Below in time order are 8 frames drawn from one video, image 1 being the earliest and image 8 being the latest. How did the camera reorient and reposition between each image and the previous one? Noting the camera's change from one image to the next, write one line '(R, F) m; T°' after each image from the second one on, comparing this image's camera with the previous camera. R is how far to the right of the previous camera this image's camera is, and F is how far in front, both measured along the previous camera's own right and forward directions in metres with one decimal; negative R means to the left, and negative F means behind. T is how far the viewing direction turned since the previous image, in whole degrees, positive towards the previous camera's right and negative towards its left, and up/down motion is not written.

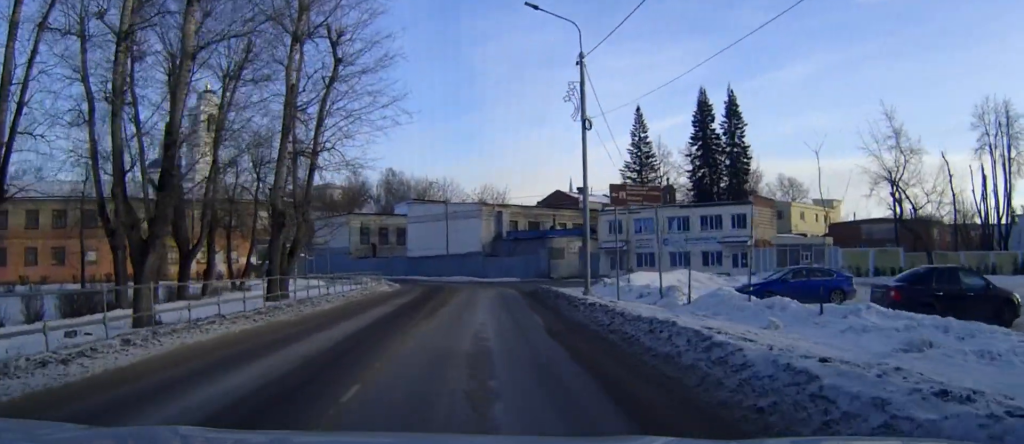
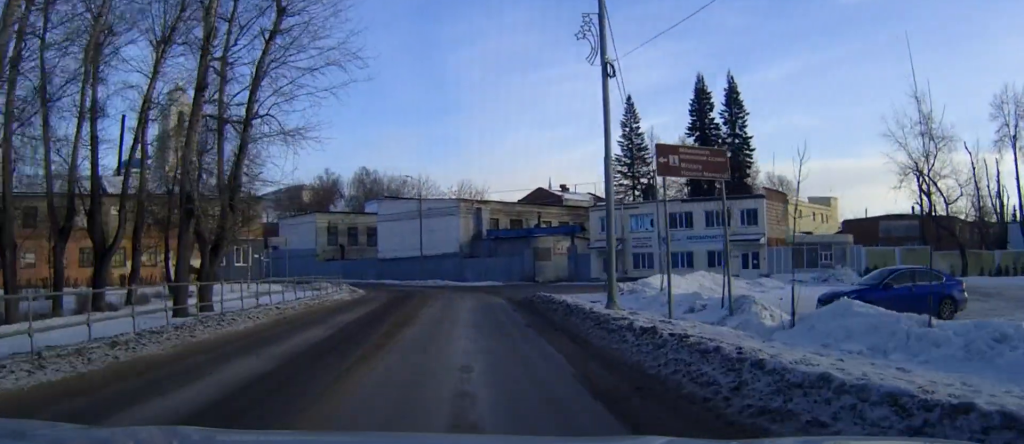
(+0.1, +8.1) m; +1°
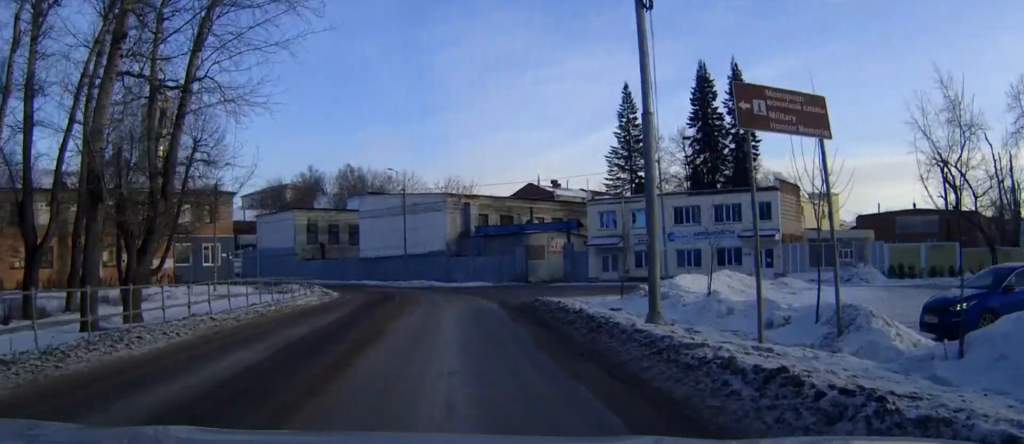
(0.0, +5.2) m; +1°
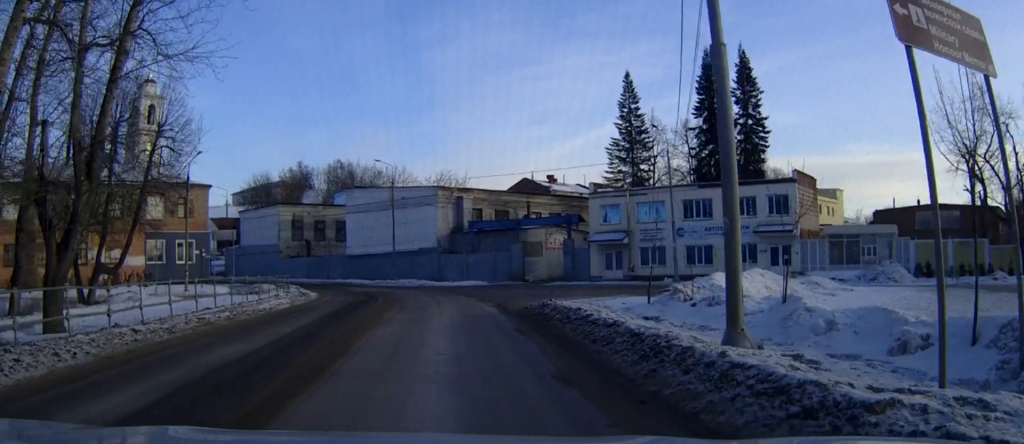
(+0.1, +4.3) m; +1°
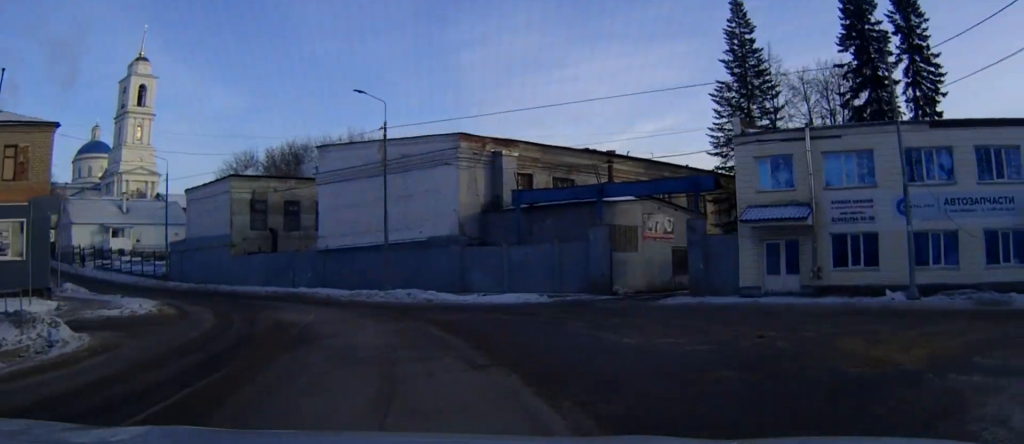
(+0.1, +26.6) m; -2°
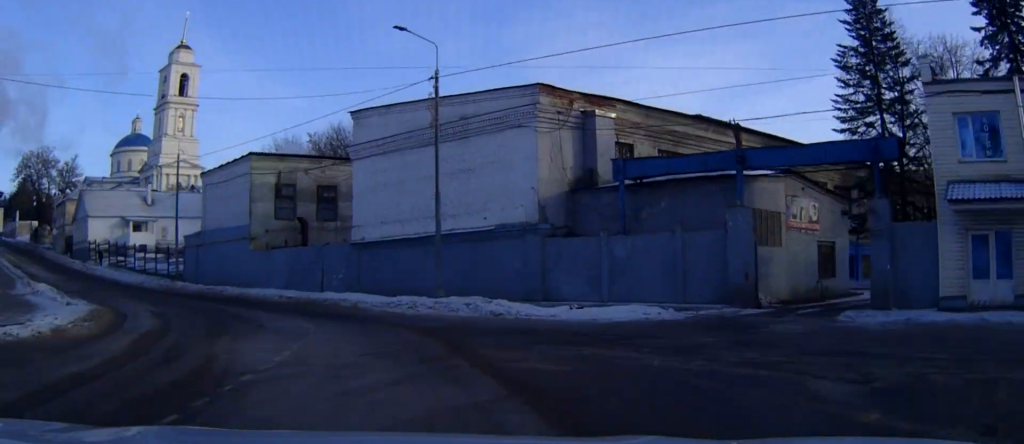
(-0.3, +10.6) m; -5°
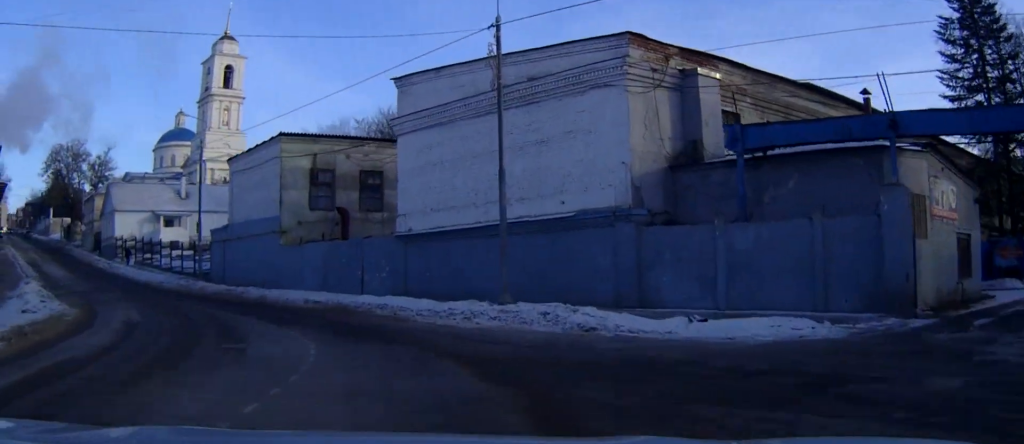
(-0.2, +6.5) m; -5°
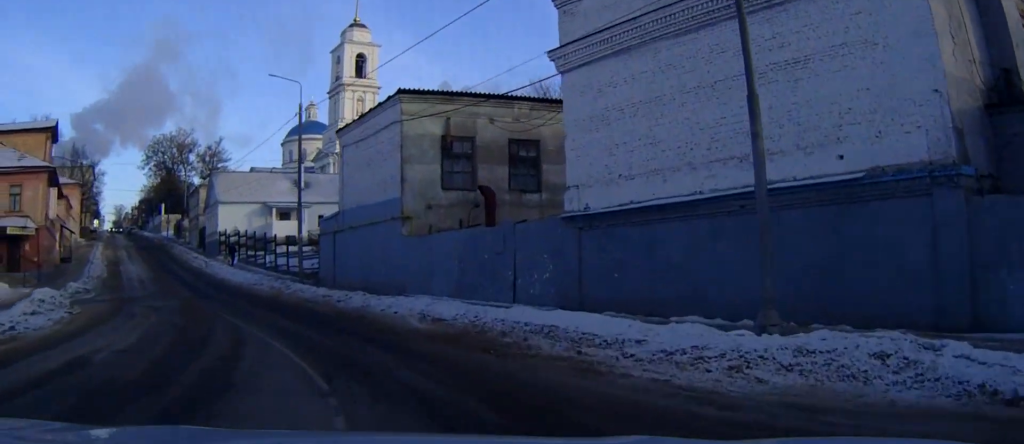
(-0.9, +10.4) m; -10°
